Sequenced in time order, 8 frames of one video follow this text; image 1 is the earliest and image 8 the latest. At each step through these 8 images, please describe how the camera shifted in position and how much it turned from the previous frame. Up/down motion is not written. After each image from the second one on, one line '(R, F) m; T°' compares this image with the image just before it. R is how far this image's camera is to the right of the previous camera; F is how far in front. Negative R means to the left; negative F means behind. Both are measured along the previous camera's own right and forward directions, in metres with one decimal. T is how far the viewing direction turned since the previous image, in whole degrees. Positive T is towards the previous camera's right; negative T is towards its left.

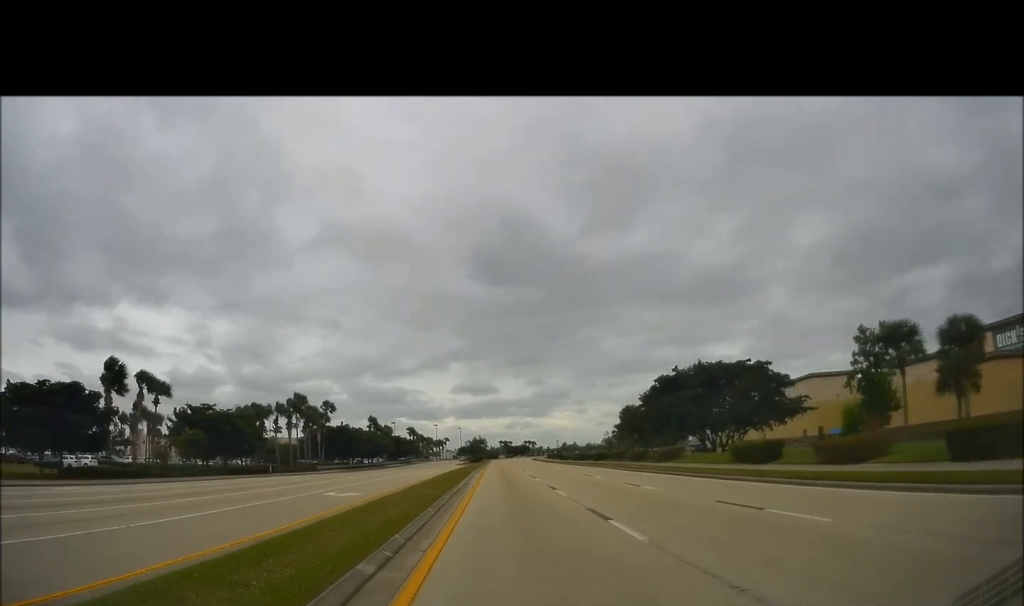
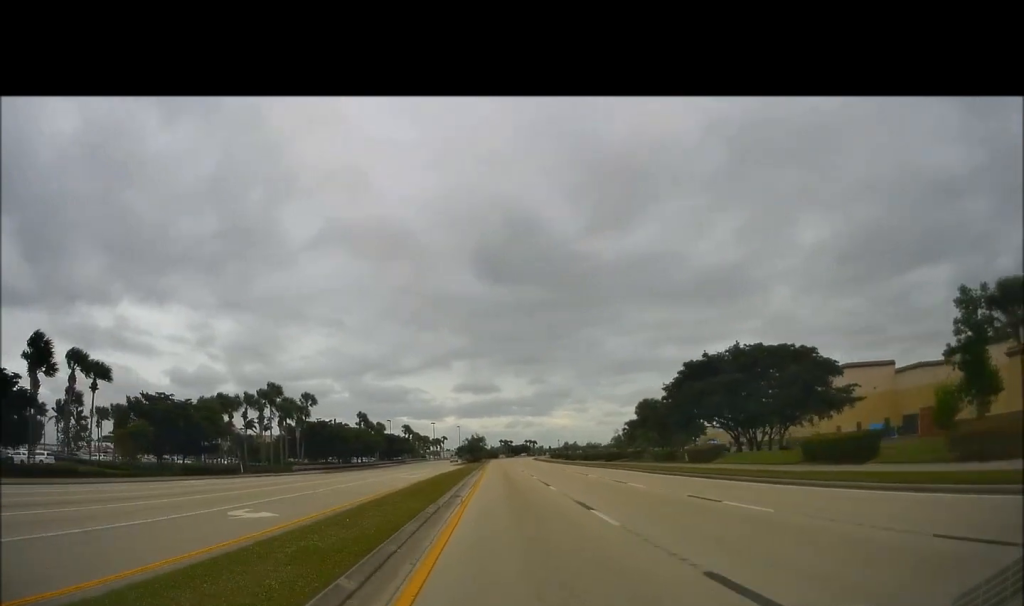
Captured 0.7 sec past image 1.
(0.0, +8.8) m; 0°
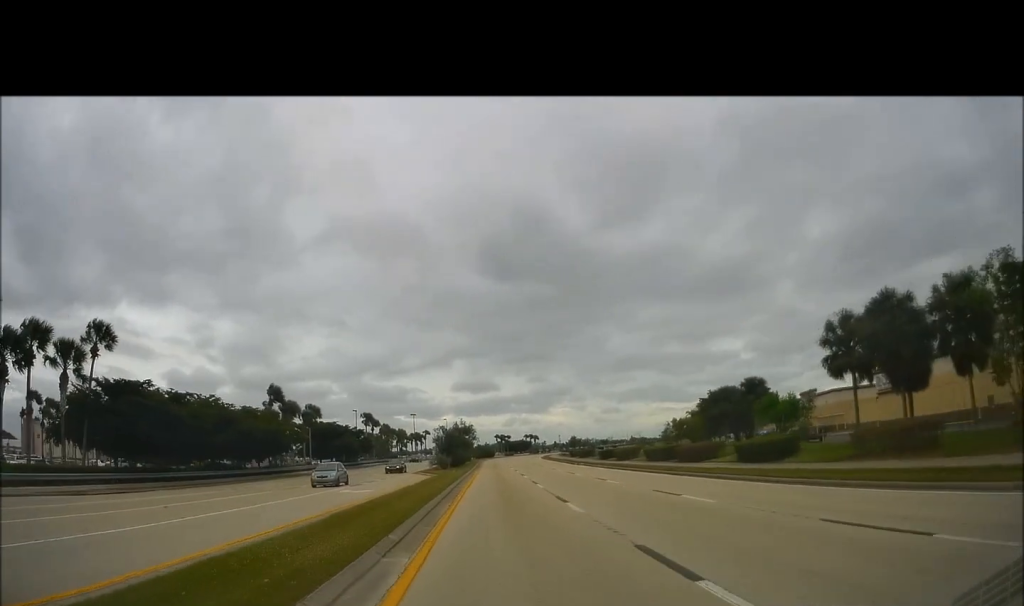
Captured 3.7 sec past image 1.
(-0.4, +43.6) m; -1°
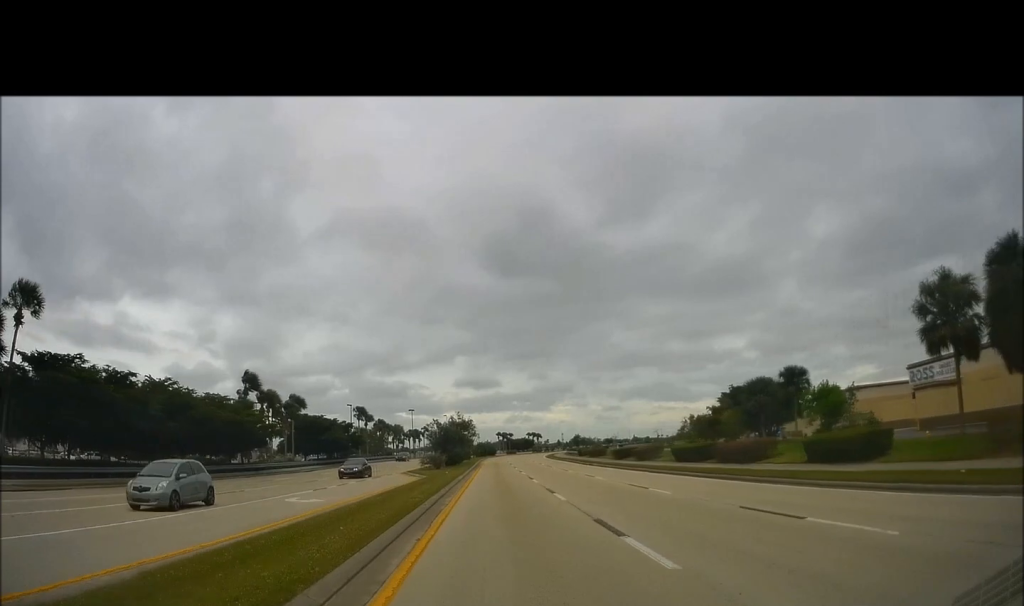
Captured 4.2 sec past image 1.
(+0.2, +8.0) m; +1°
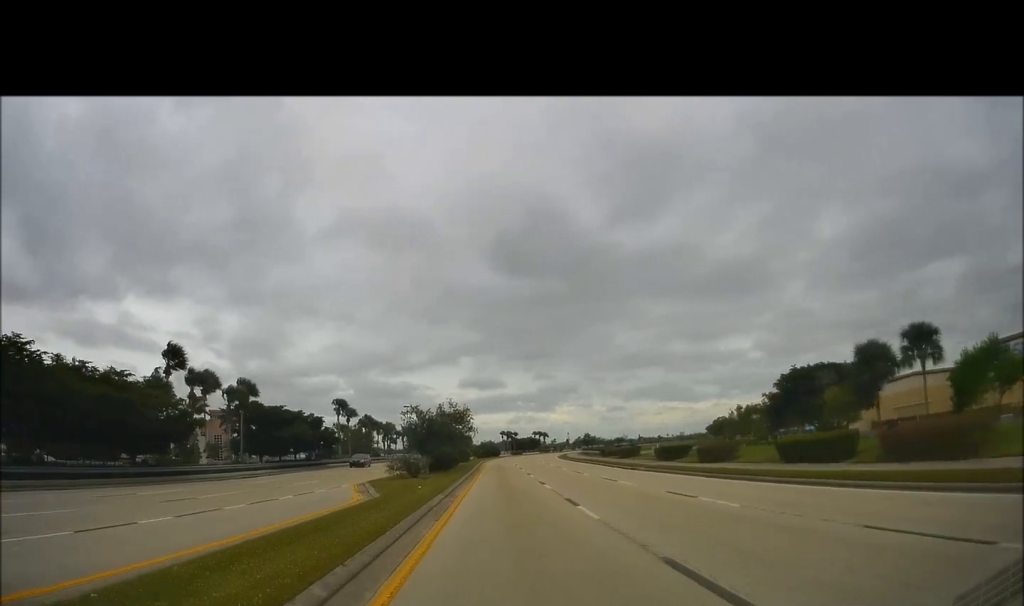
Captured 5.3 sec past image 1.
(+0.2, +17.1) m; 0°
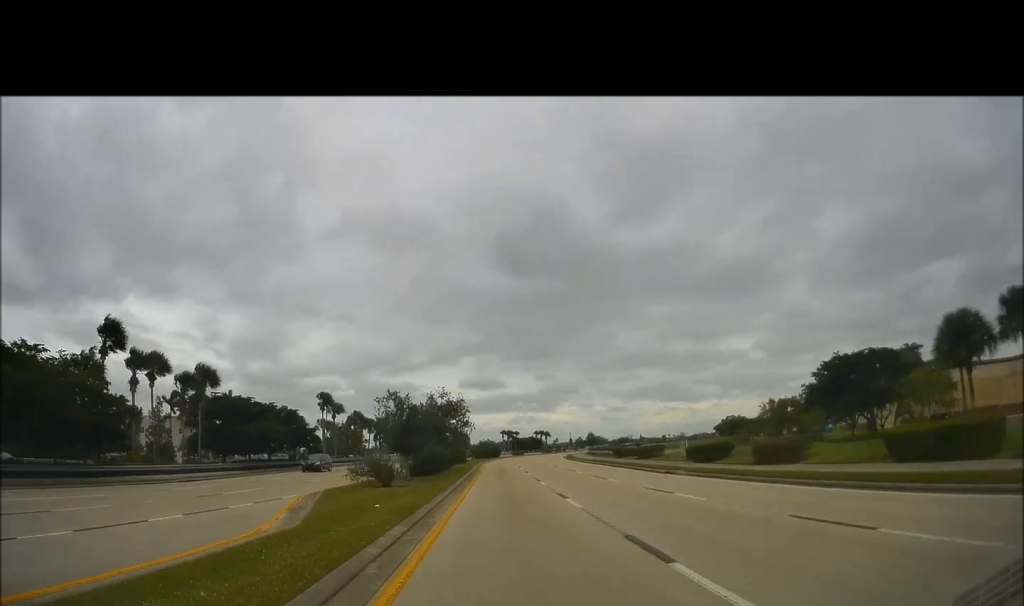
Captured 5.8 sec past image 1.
(0.0, +9.1) m; 0°
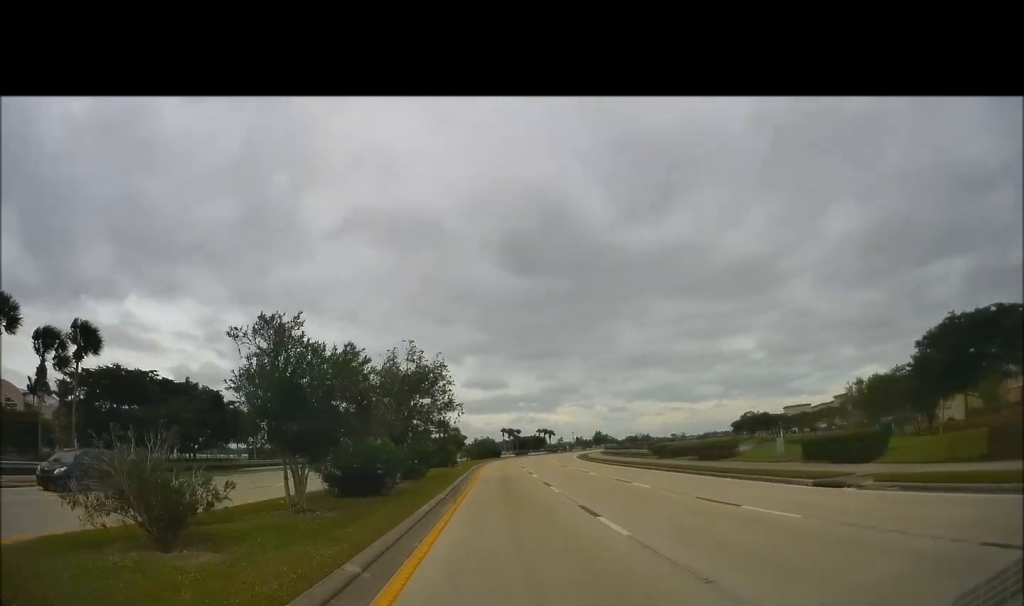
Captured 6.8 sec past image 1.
(-0.2, +17.6) m; 0°
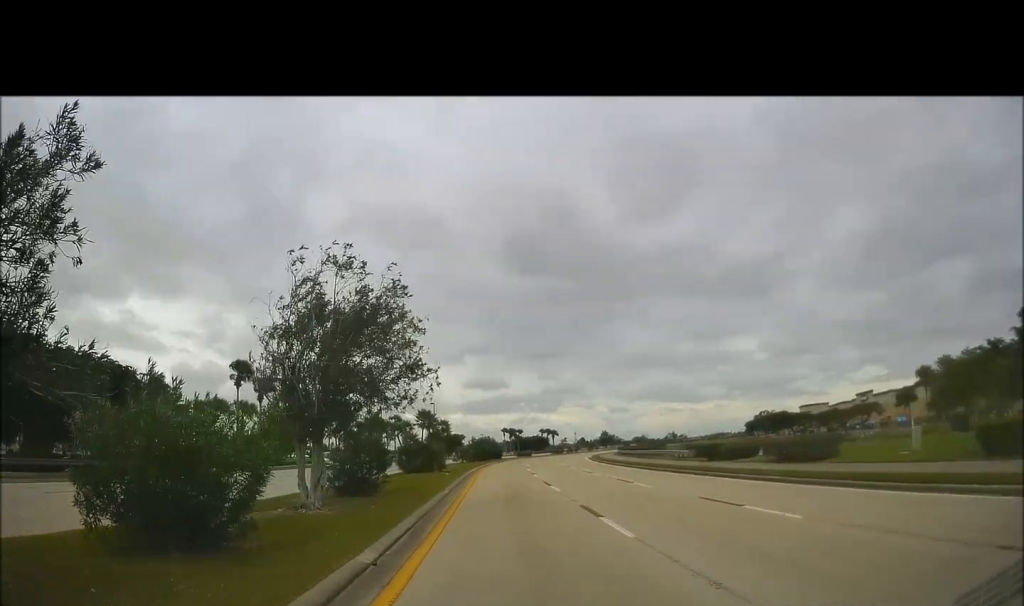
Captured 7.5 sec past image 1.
(0.0, +12.0) m; 0°
